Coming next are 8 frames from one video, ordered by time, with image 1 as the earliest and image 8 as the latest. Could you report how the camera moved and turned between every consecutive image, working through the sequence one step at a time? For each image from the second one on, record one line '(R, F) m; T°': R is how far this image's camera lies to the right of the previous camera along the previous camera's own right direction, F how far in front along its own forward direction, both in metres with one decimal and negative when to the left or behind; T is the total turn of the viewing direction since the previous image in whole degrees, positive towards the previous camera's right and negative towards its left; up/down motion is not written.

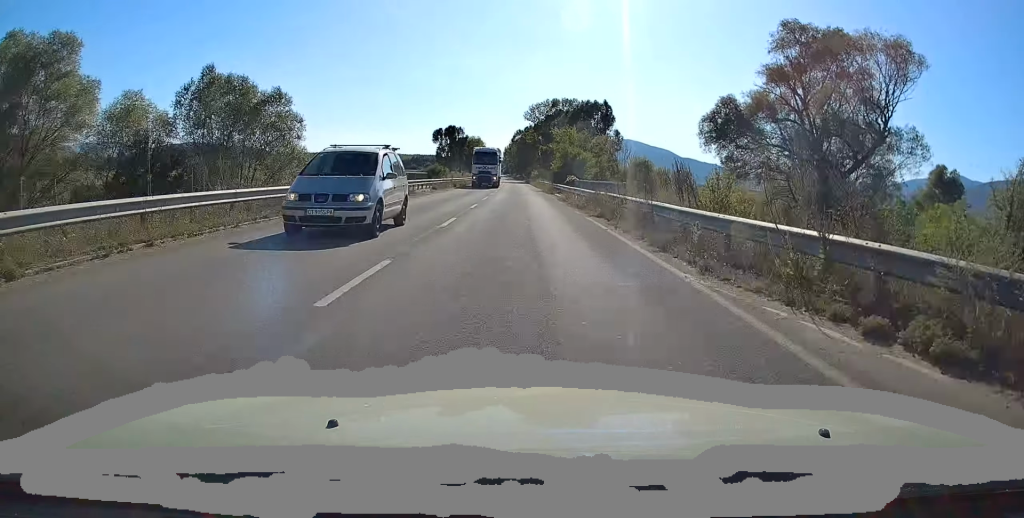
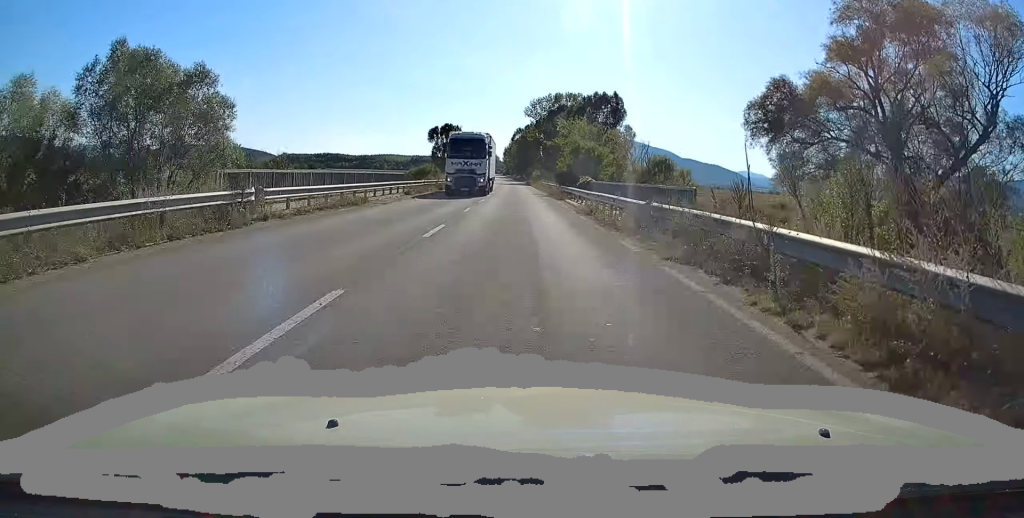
(0.0, +11.2) m; 0°
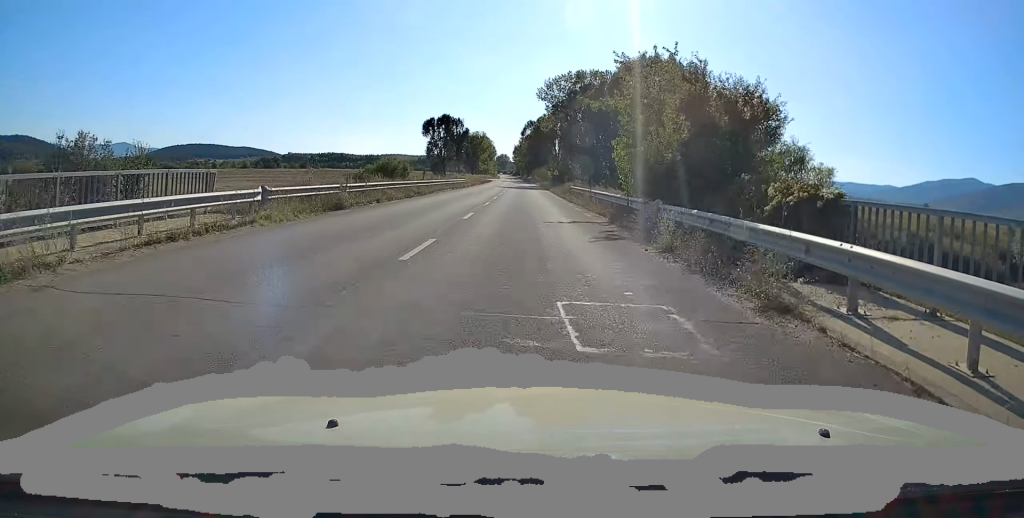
(0.0, +30.3) m; 0°
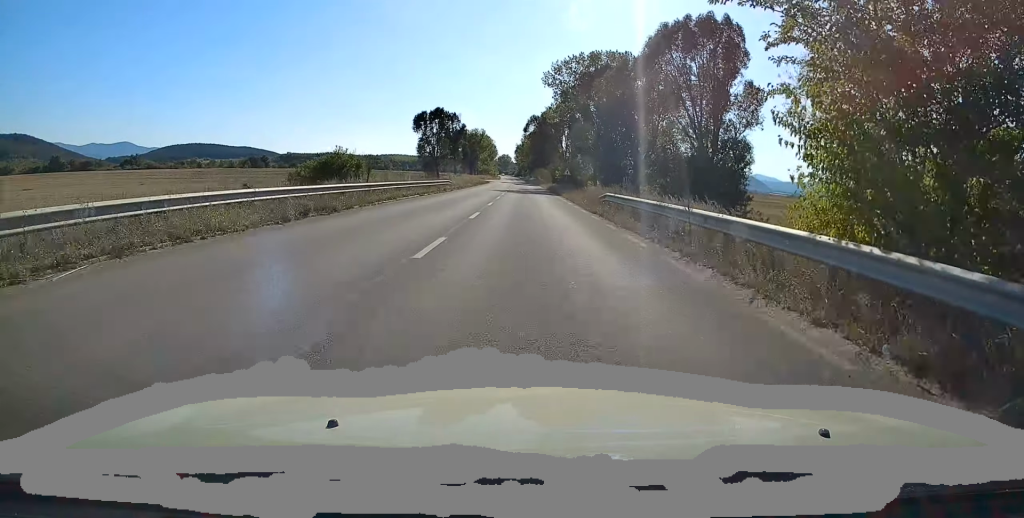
(0.0, +17.5) m; 0°
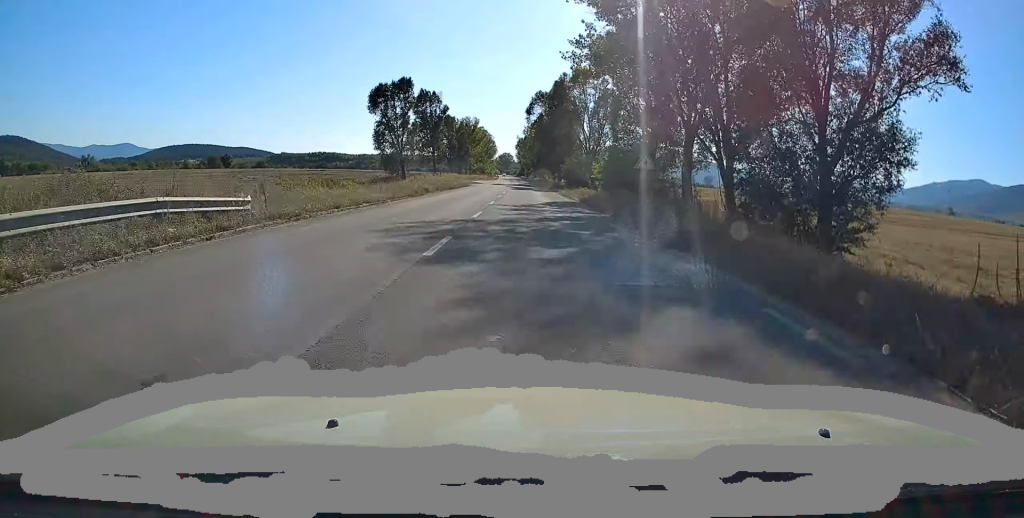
(-0.2, +44.6) m; -1°
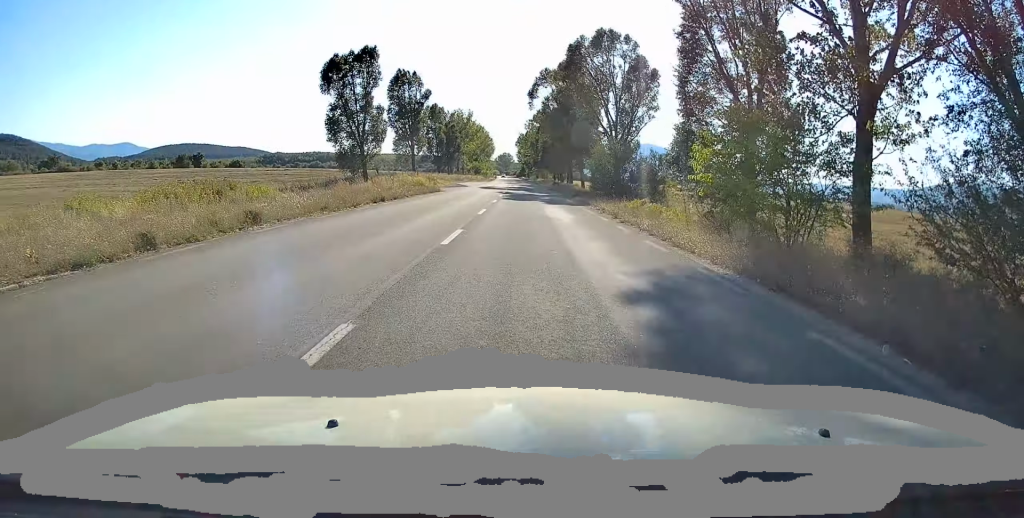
(-0.3, +25.5) m; 0°
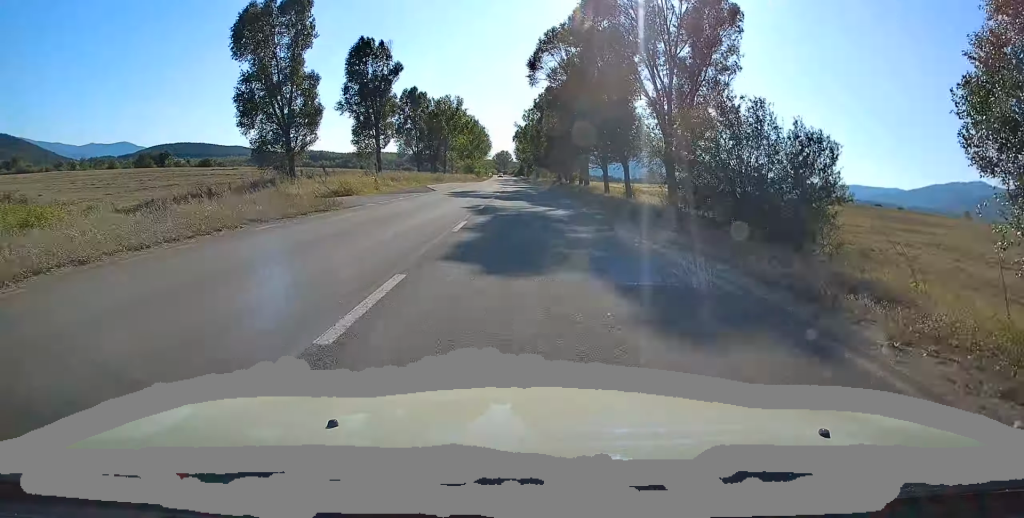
(+0.3, +24.7) m; +1°
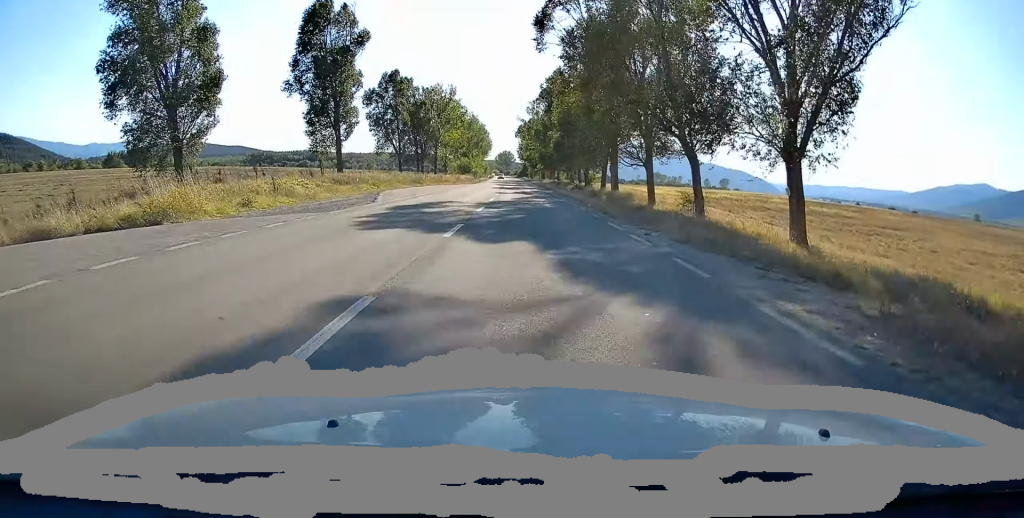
(0.0, +19.1) m; -1°
